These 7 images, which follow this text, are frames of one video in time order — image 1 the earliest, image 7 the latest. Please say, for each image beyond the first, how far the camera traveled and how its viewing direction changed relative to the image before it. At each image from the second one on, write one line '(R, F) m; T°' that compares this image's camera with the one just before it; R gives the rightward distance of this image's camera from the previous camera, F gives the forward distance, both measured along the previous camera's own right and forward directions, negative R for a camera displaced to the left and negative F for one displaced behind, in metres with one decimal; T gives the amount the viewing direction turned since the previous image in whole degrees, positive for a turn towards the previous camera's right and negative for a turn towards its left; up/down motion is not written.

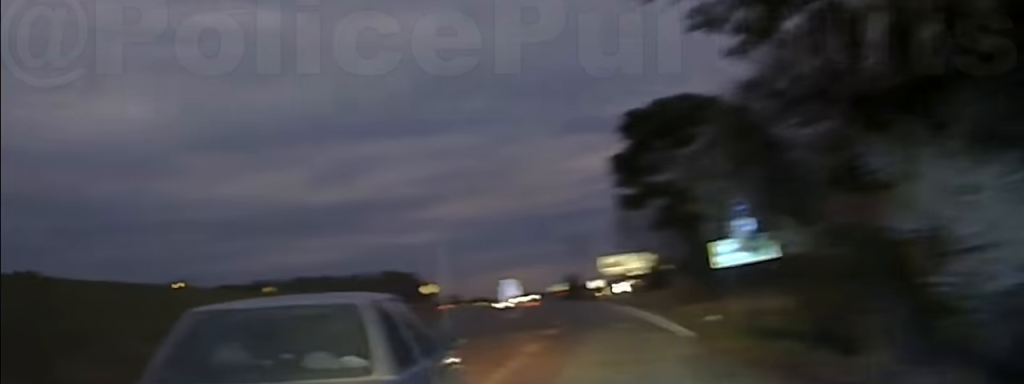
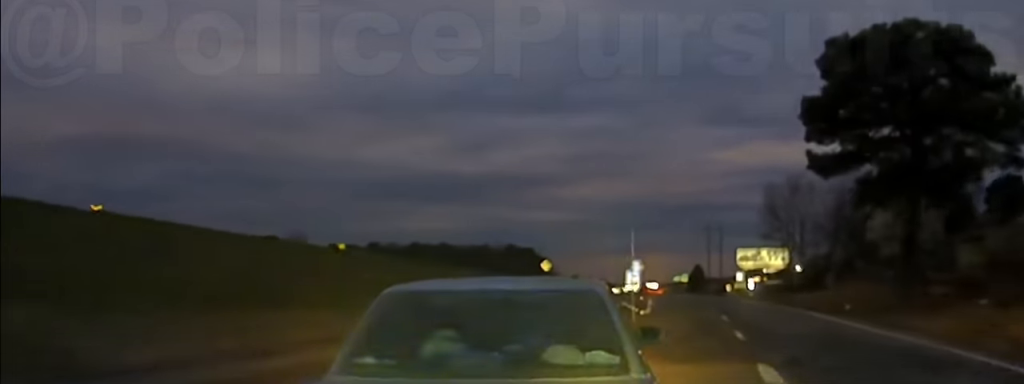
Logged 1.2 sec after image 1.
(-2.7, +16.8) m; -9°
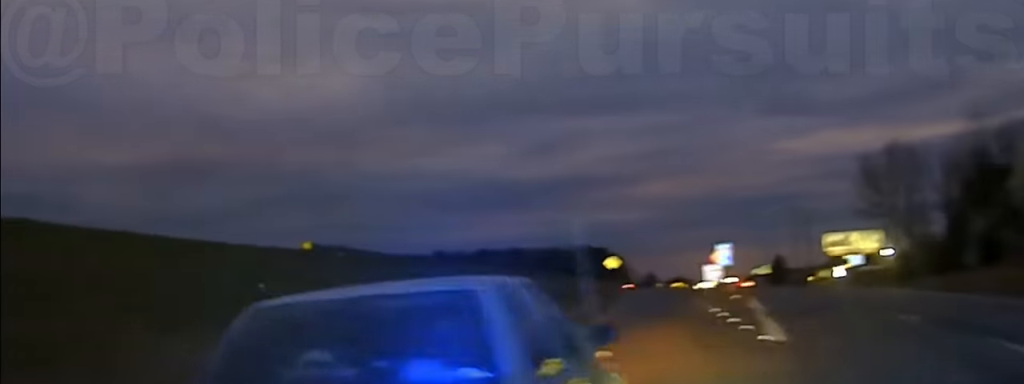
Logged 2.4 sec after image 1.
(+0.7, +22.0) m; -2°
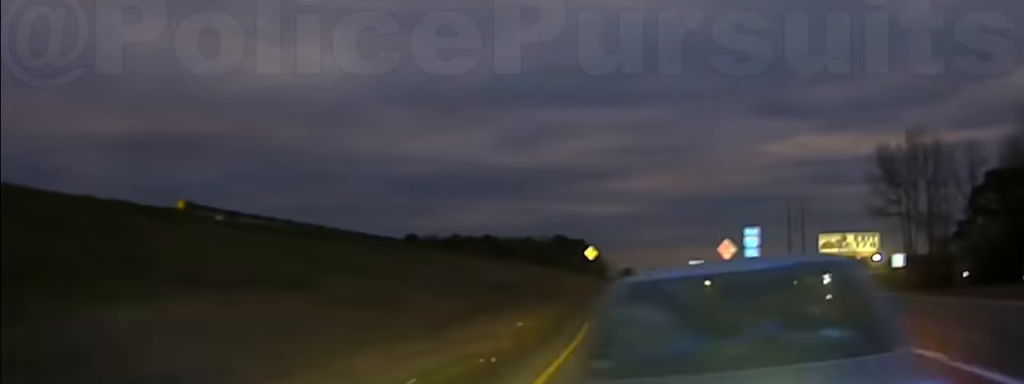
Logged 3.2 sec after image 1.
(-1.4, +16.1) m; -3°
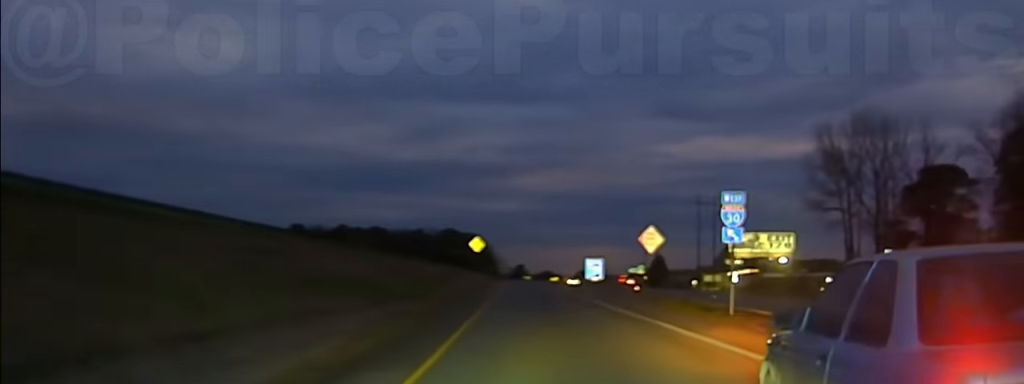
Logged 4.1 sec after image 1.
(+0.2, +17.2) m; +3°
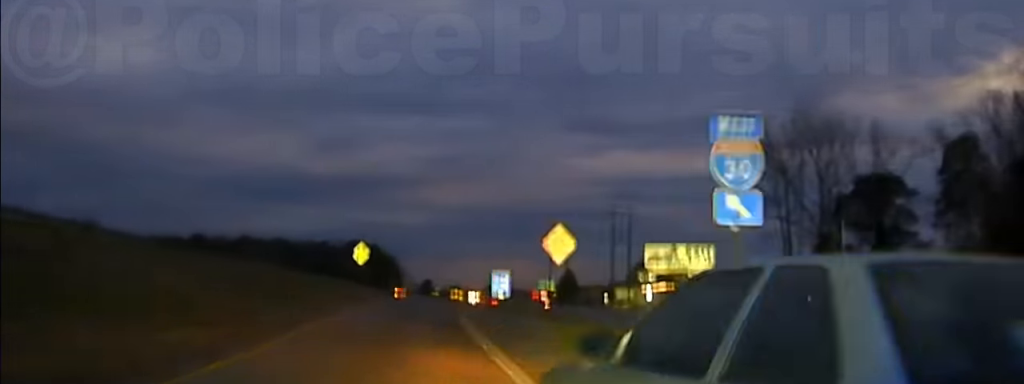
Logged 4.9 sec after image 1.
(+0.6, +14.5) m; +3°
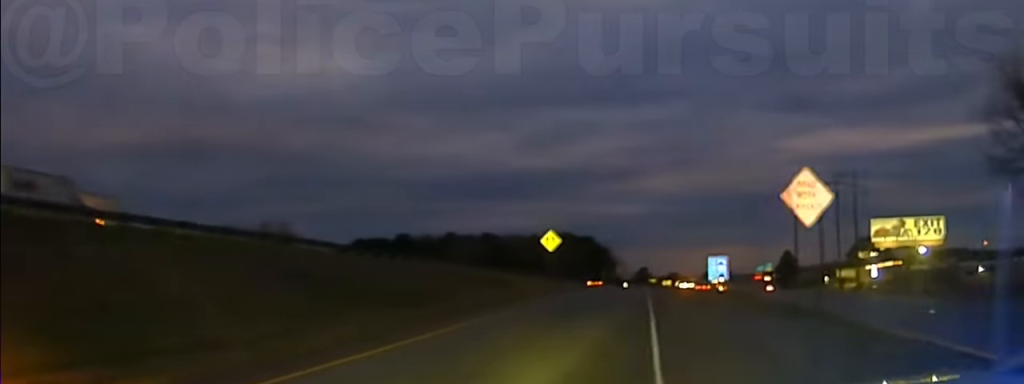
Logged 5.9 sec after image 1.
(+0.6, +17.1) m; -1°
